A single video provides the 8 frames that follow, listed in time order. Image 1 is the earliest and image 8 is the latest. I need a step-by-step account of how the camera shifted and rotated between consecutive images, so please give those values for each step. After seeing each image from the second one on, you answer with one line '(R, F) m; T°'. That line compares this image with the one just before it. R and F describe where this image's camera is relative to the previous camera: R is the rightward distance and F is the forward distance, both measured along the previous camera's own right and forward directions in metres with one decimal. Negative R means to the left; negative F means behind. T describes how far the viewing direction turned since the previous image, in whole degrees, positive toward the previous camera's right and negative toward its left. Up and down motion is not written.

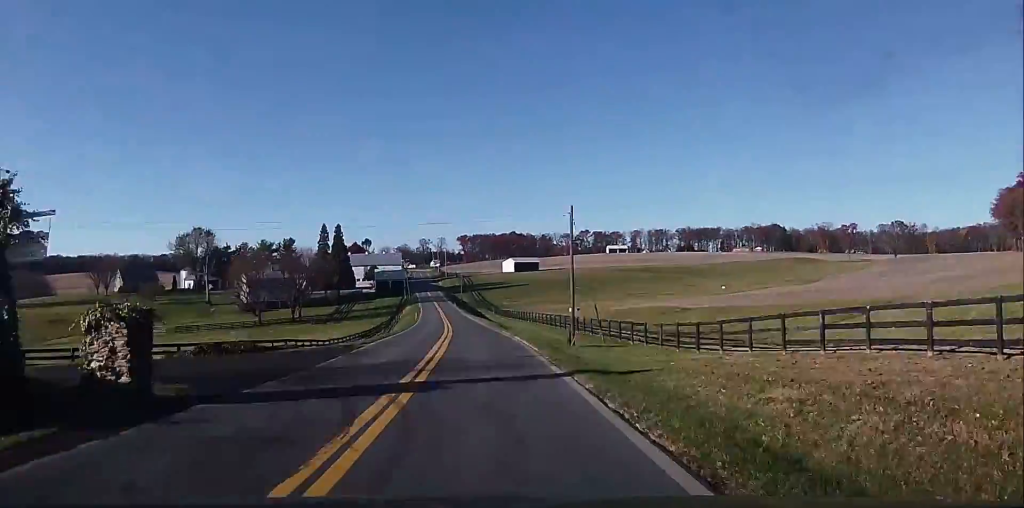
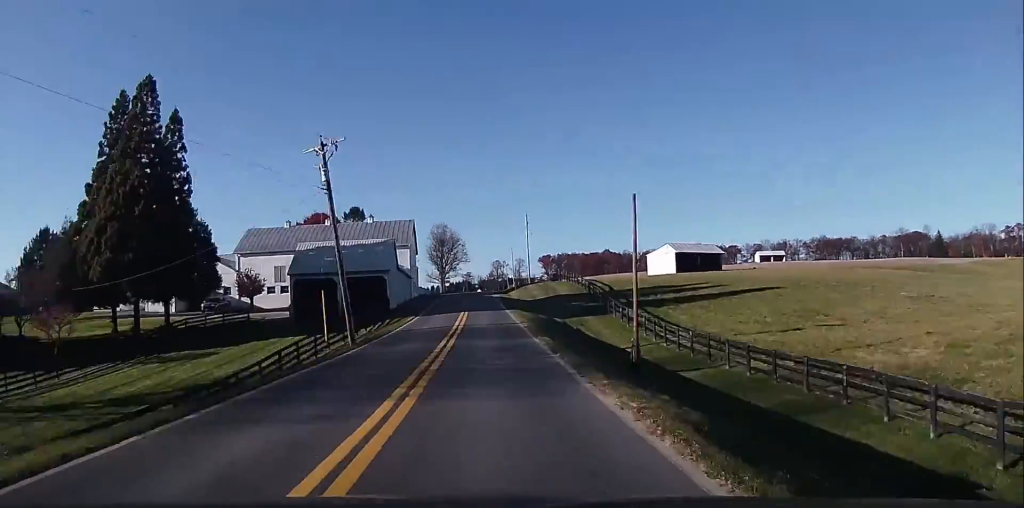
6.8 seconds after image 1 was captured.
(-7.1, +131.2) m; -5°
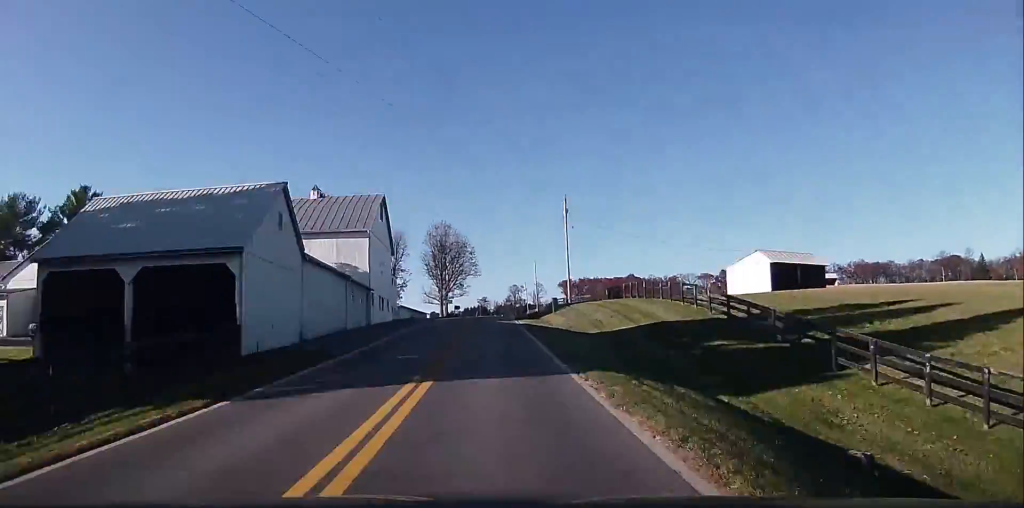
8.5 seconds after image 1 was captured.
(-0.7, +33.8) m; -1°
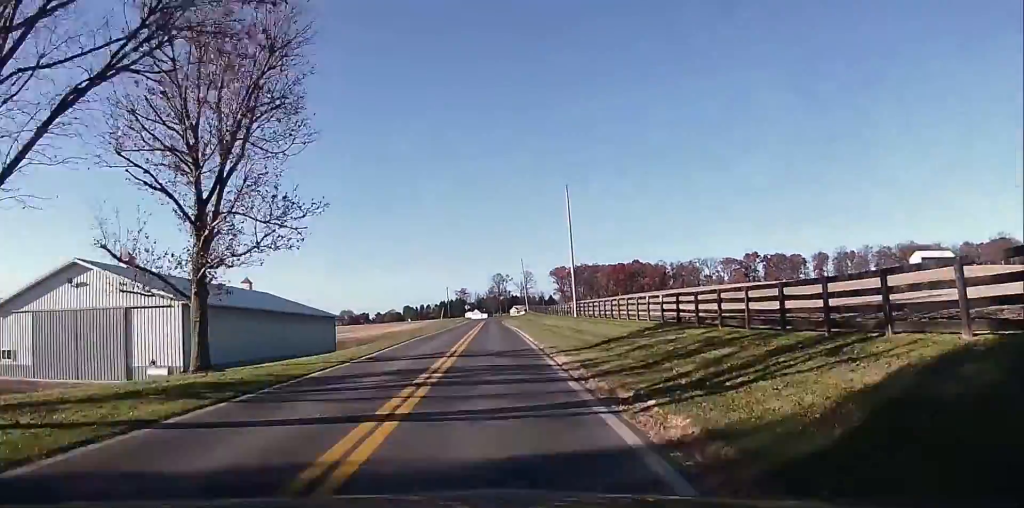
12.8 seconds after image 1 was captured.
(+0.2, +83.8) m; 0°
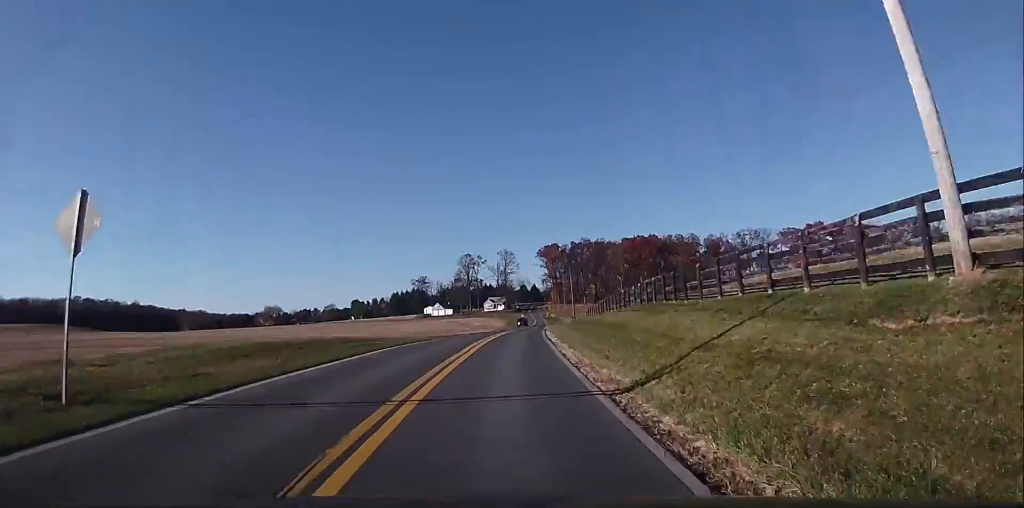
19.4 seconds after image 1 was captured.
(+3.2, +126.5) m; +4°
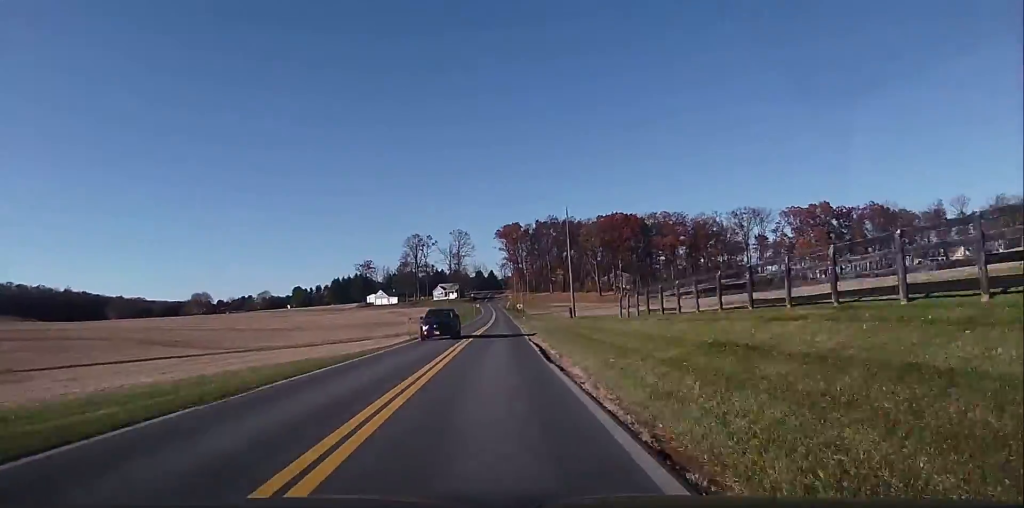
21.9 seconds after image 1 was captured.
(+0.7, +47.1) m; +2°
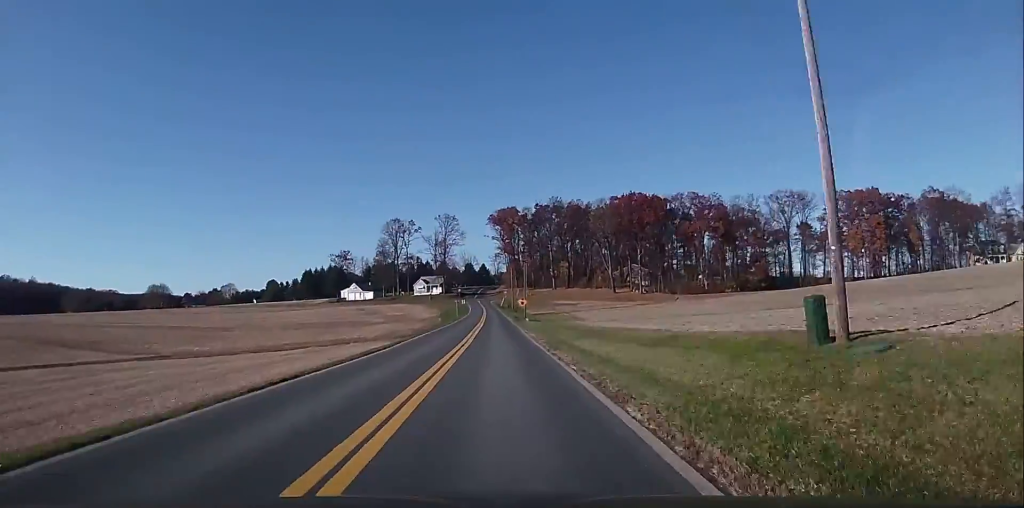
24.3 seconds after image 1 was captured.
(+0.7, +42.7) m; +1°
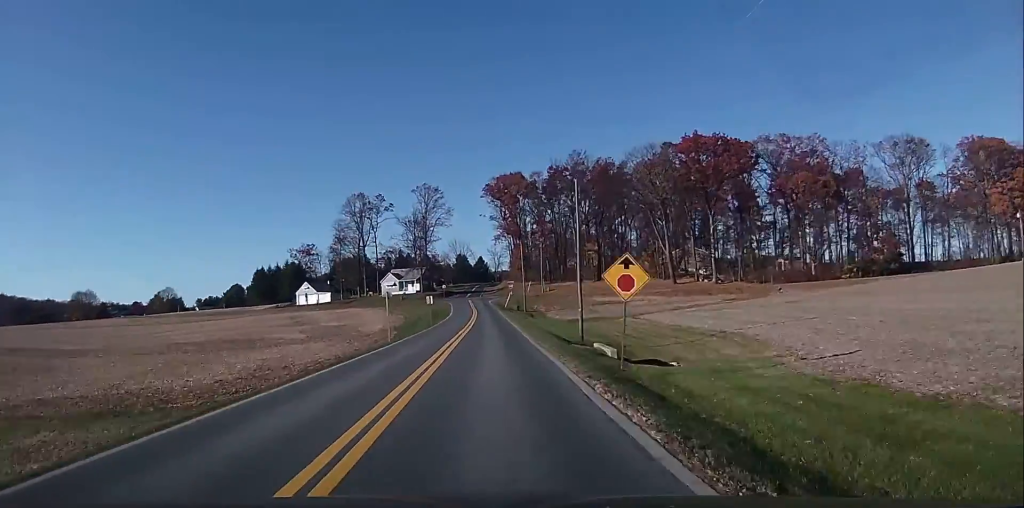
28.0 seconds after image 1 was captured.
(+0.4, +60.0) m; 0°
